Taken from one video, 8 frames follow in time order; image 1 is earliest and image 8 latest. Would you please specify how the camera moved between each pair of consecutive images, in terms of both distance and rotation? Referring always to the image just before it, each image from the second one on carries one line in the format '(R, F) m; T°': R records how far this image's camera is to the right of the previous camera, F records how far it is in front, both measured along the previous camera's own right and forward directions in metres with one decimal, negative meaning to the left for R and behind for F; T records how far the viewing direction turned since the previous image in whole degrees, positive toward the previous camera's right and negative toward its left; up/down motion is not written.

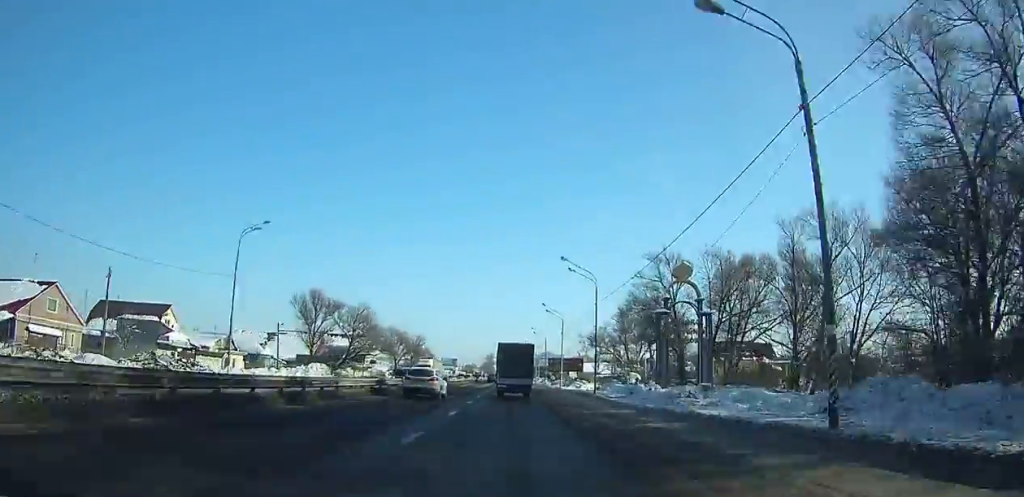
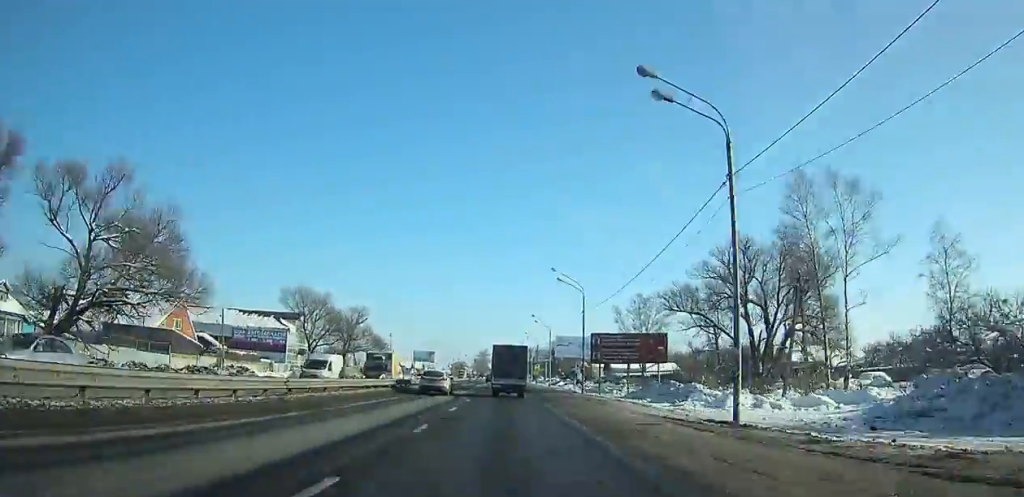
(+0.1, +58.6) m; 0°
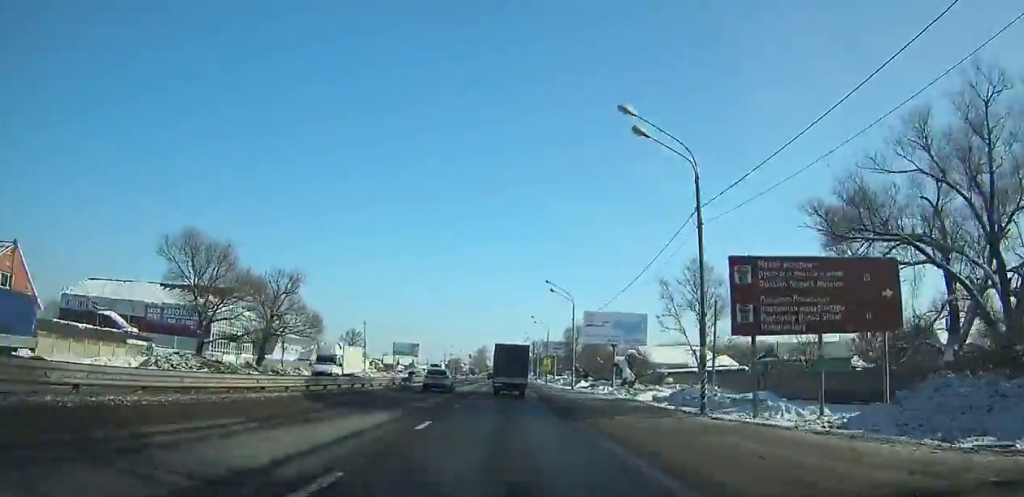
(0.0, +31.8) m; 0°
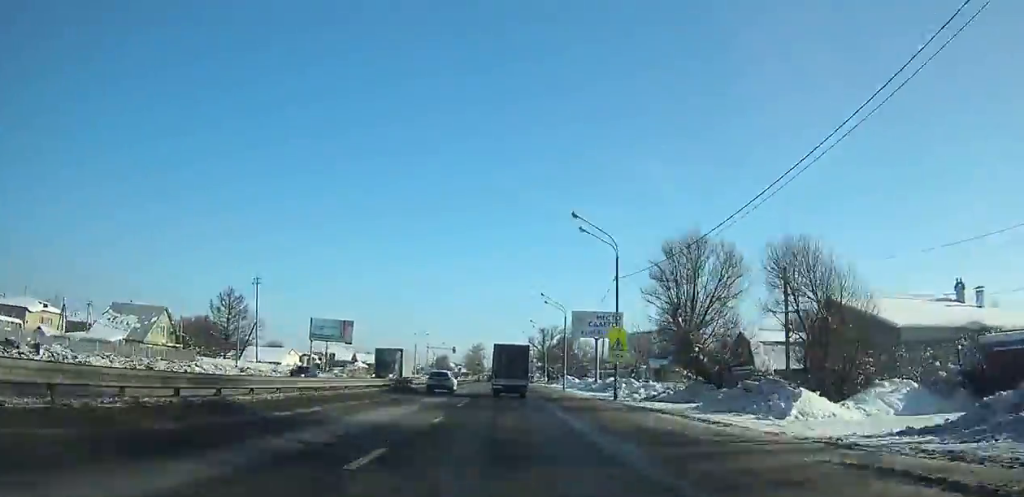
(-0.2, +60.6) m; 0°
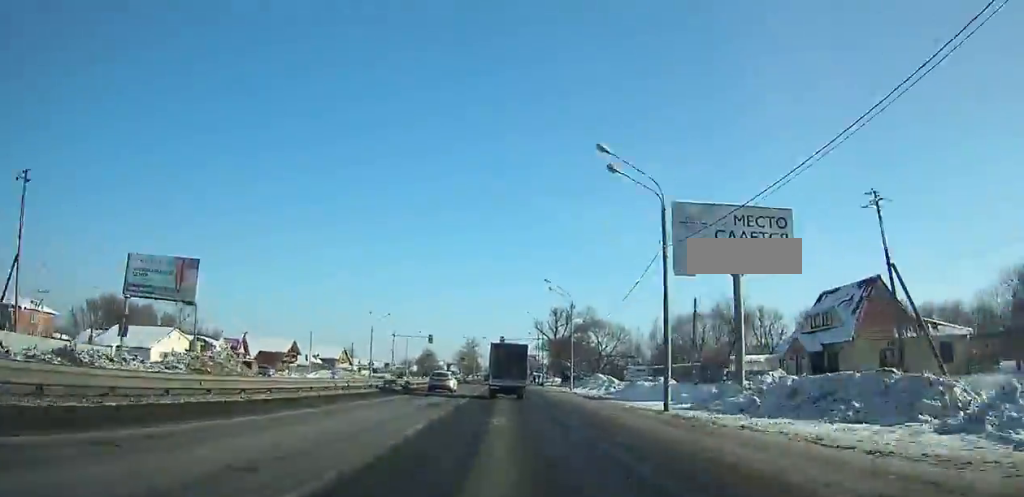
(0.0, +44.0) m; 0°
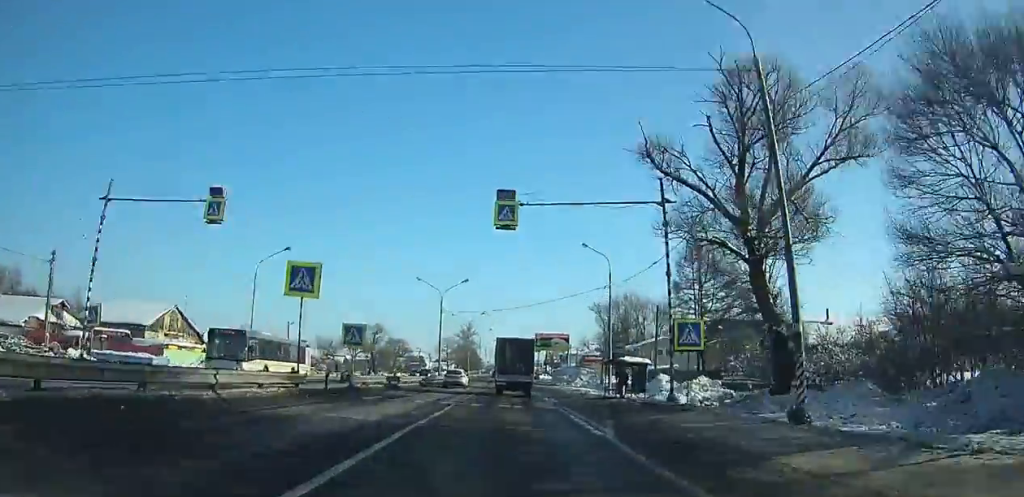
(+0.3, +84.4) m; 0°
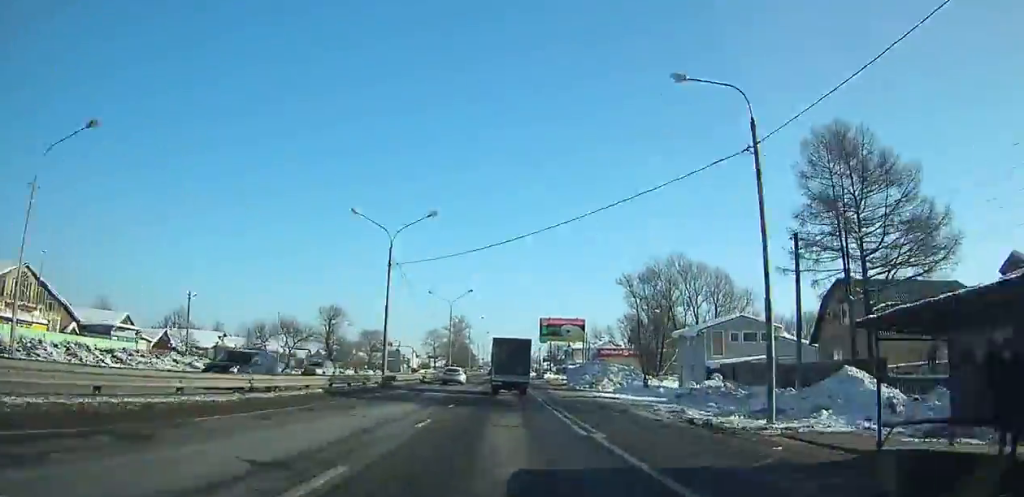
(0.0, +26.2) m; 0°
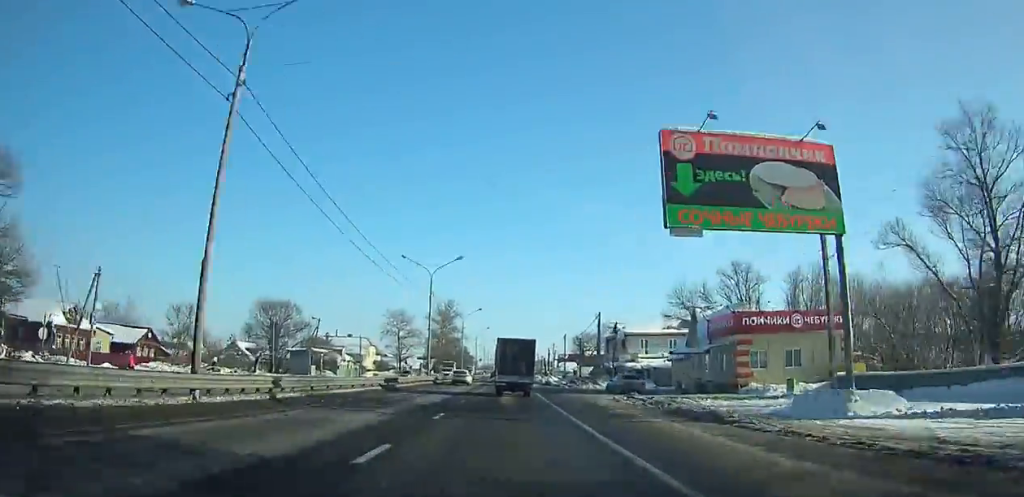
(+0.2, +62.8) m; 0°
